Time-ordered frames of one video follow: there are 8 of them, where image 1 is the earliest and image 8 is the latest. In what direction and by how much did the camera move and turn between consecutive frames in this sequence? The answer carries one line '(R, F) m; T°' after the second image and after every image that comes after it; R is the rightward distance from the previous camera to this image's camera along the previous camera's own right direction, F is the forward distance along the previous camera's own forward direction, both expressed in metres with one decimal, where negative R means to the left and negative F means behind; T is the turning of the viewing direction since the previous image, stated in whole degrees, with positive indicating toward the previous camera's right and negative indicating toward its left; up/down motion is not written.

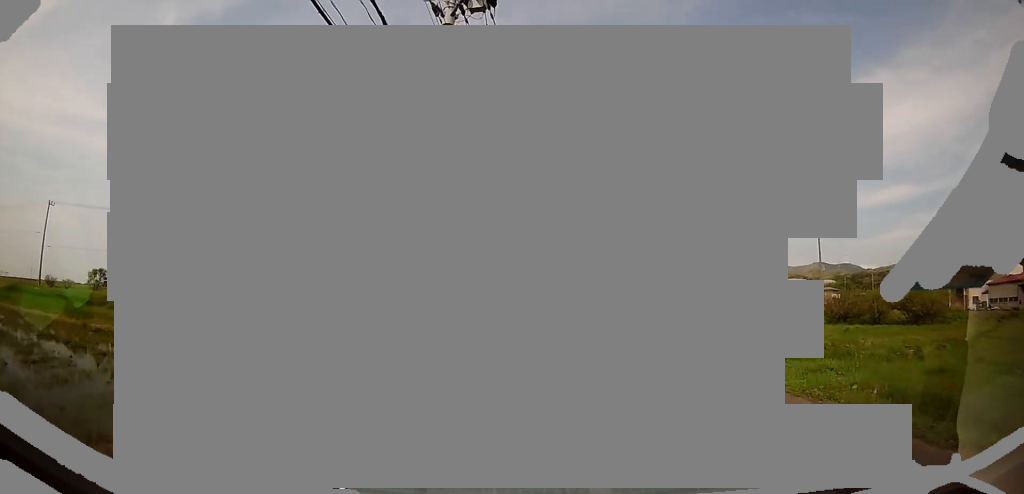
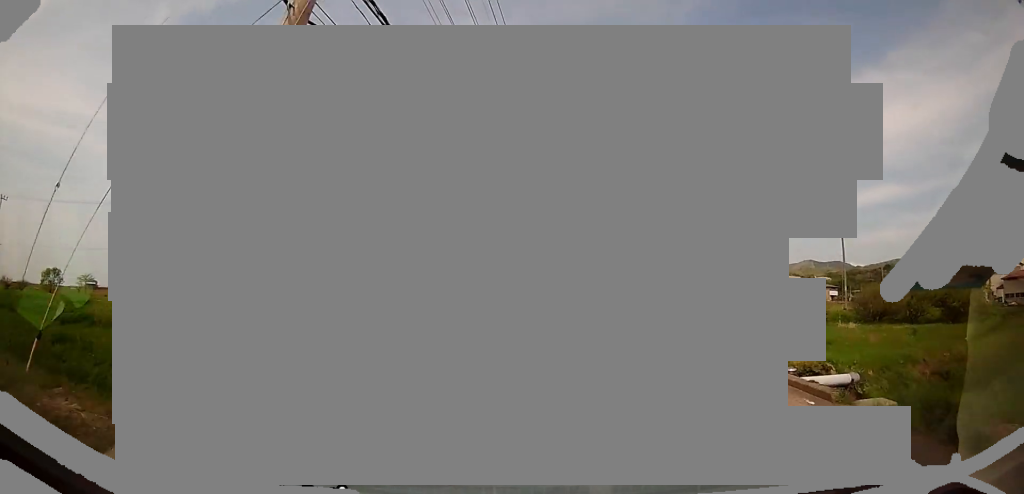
(-0.2, +7.4) m; +4°
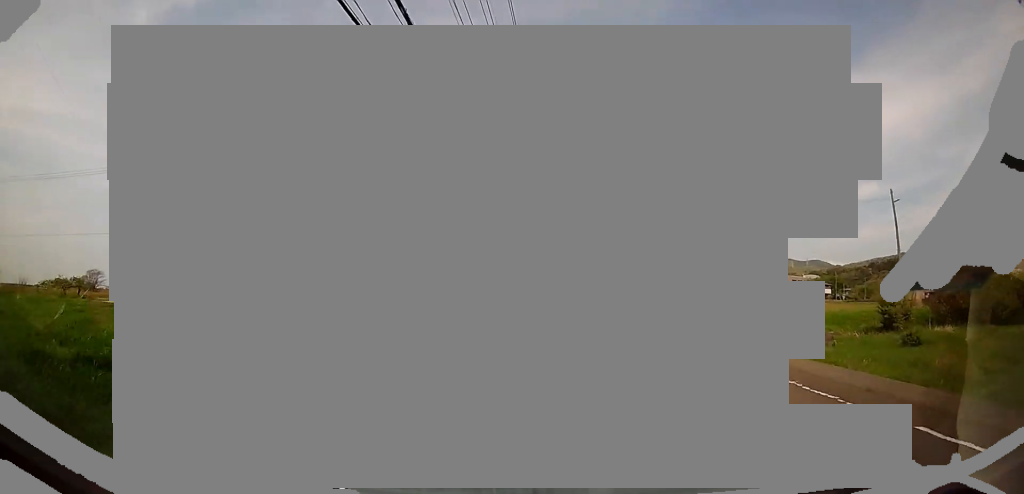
(+0.8, +12.6) m; +1°
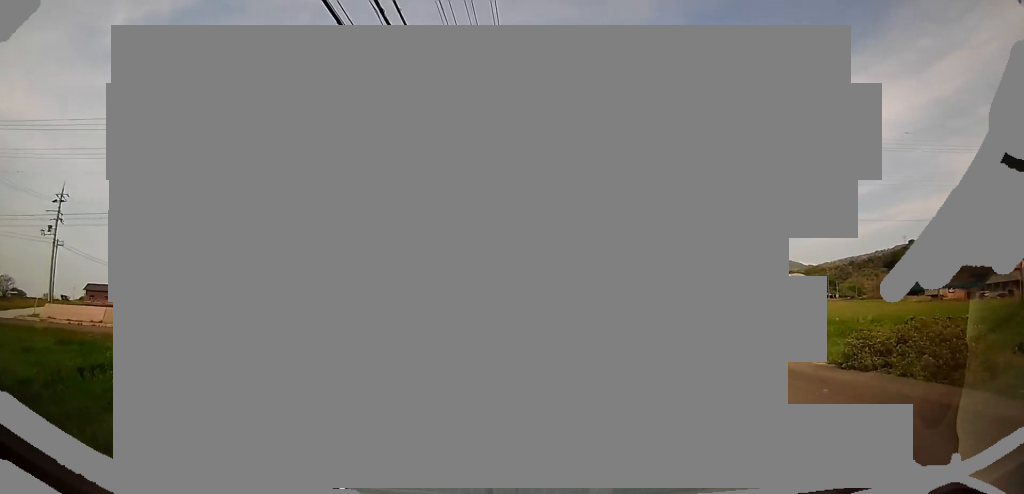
(+0.9, +15.9) m; +4°
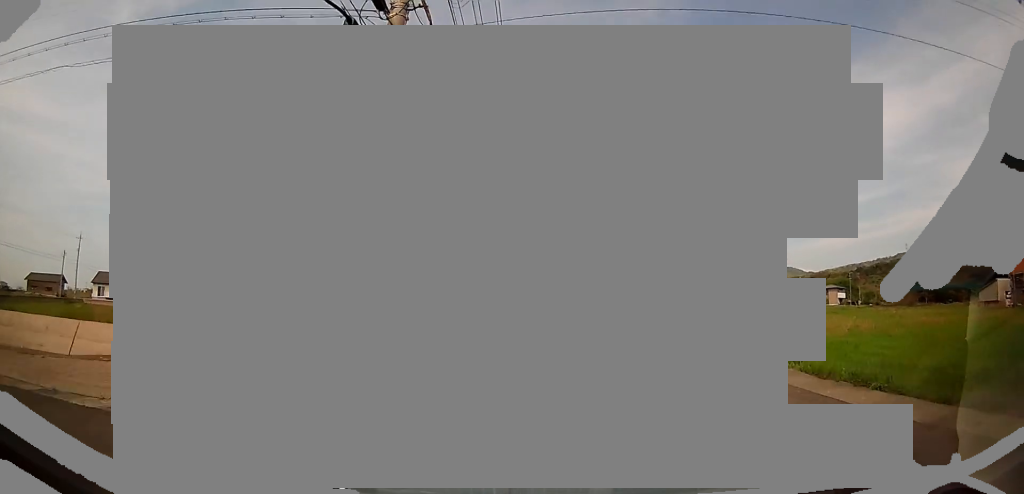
(-1.8, +16.4) m; -9°
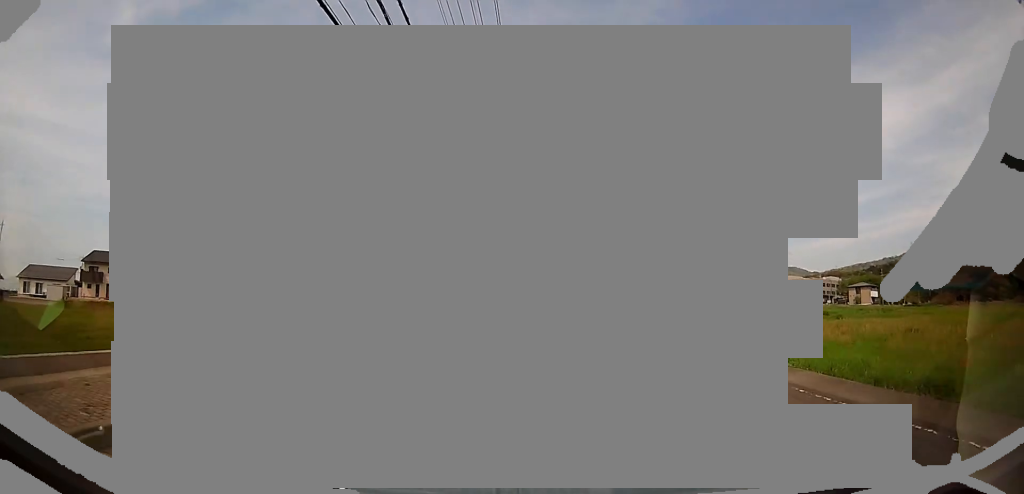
(+1.5, +18.3) m; +9°
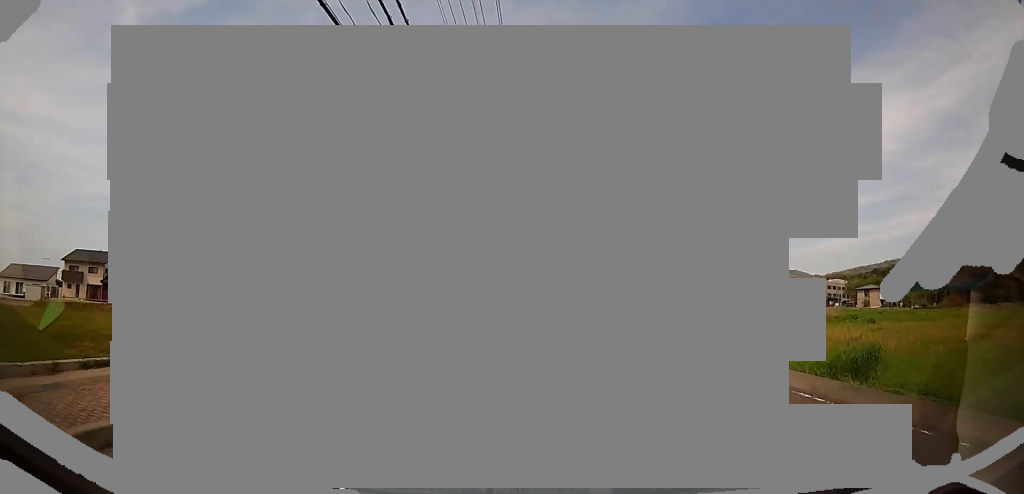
(0.0, +4.4) m; 0°
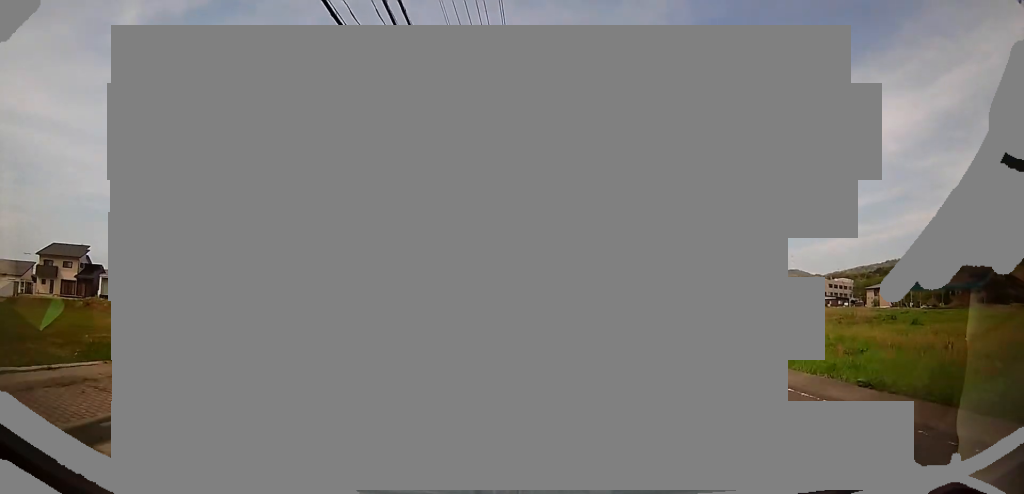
(0.0, +5.5) m; 0°
